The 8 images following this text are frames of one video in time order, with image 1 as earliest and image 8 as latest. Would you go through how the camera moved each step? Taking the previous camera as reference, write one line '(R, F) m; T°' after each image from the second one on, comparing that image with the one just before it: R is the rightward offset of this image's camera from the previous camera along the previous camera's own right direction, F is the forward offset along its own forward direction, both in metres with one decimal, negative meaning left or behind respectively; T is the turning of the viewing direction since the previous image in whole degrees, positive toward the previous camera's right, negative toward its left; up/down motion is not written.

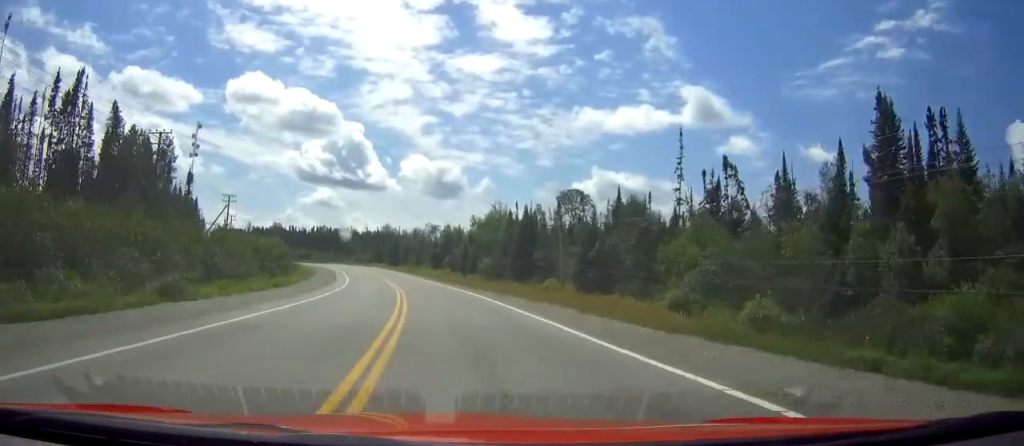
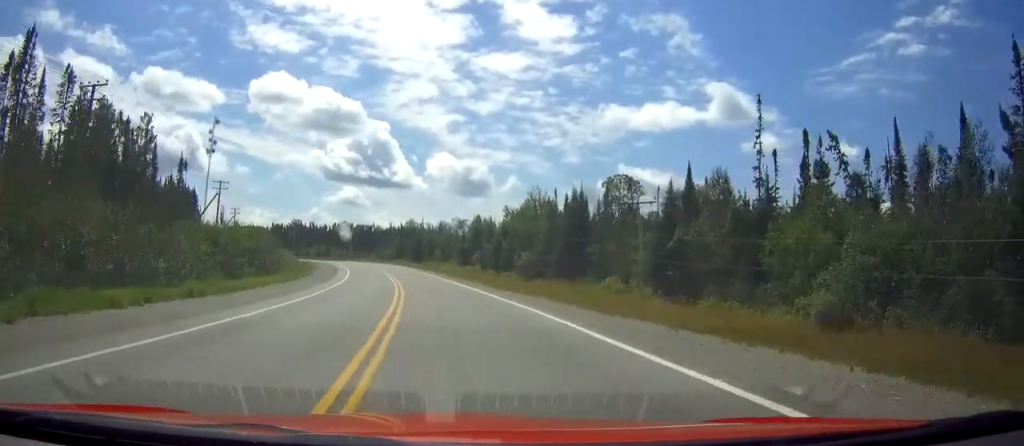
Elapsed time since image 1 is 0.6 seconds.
(-0.2, +17.2) m; -3°
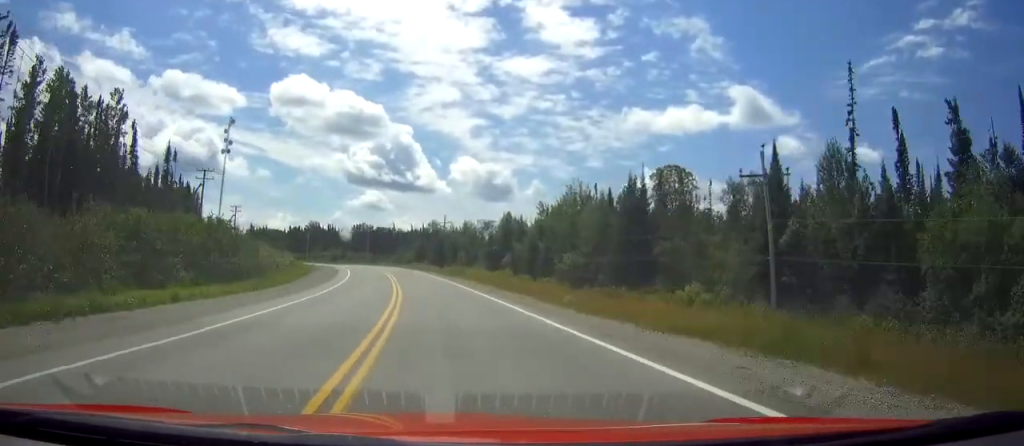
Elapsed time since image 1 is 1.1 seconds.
(-0.5, +15.4) m; -3°
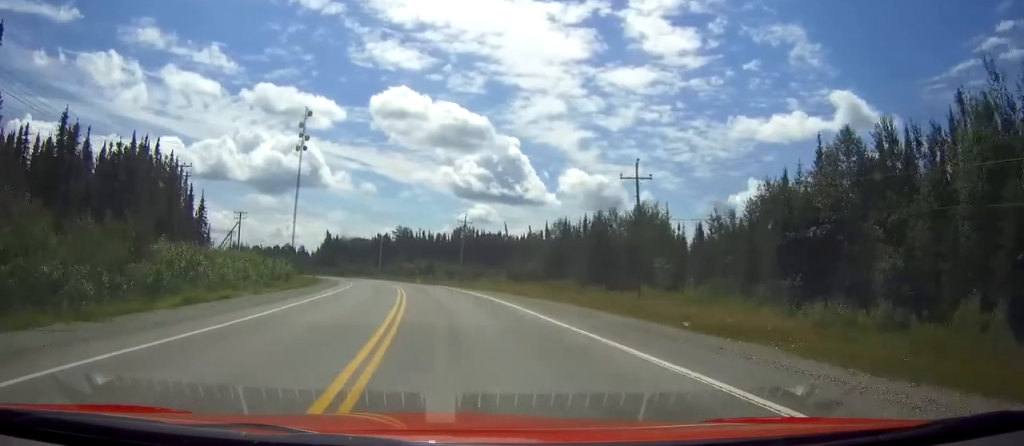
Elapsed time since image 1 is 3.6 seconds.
(-4.9, +70.8) m; -8°
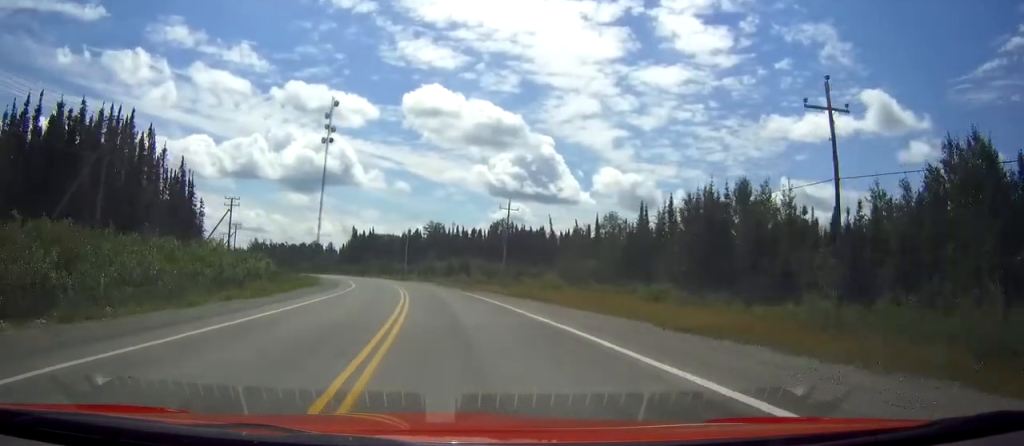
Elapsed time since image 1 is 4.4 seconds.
(-1.0, +22.0) m; -3°
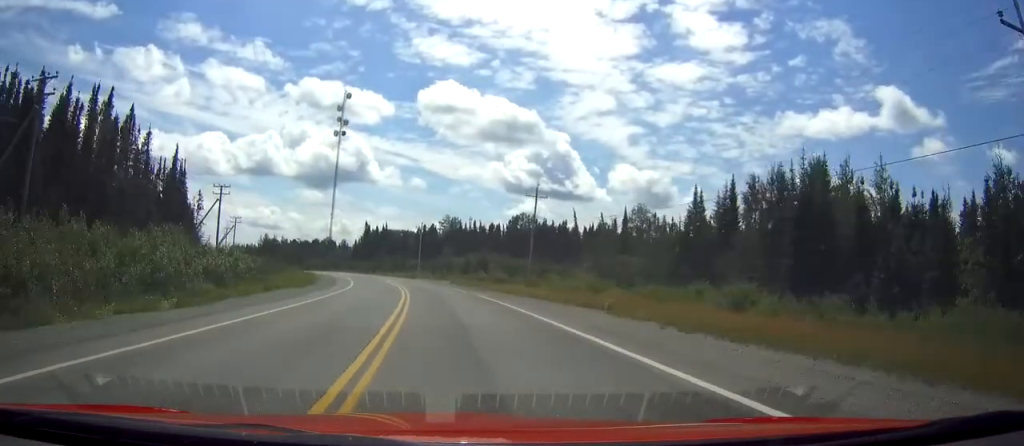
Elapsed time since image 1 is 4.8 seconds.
(-0.2, +11.5) m; -2°
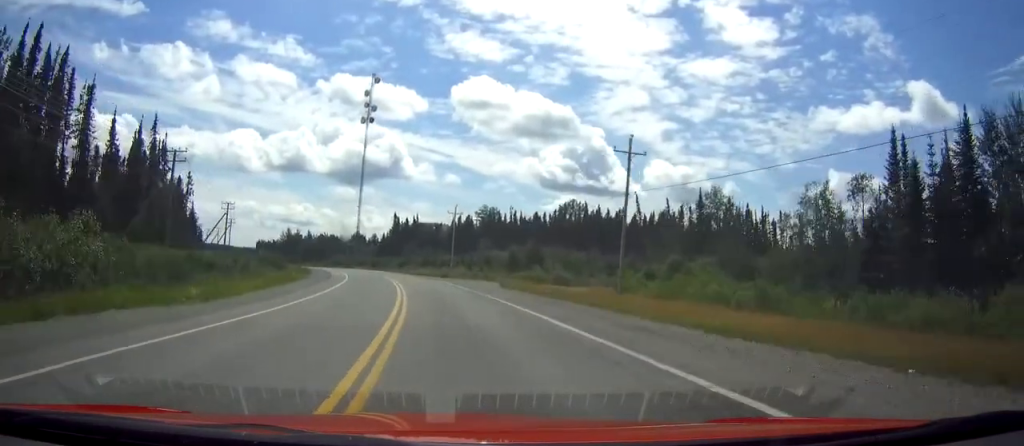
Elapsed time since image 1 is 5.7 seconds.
(-0.6, +25.7) m; -3°
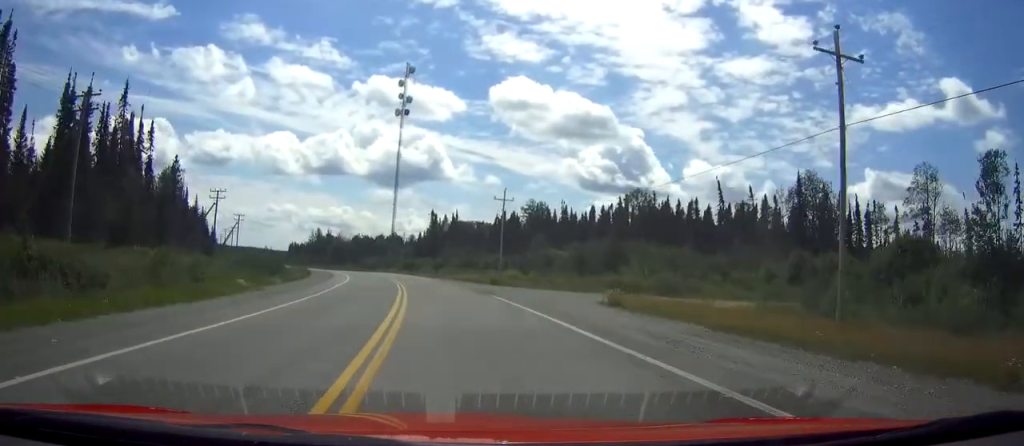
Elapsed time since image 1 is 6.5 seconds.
(-0.6, +23.8) m; -3°
